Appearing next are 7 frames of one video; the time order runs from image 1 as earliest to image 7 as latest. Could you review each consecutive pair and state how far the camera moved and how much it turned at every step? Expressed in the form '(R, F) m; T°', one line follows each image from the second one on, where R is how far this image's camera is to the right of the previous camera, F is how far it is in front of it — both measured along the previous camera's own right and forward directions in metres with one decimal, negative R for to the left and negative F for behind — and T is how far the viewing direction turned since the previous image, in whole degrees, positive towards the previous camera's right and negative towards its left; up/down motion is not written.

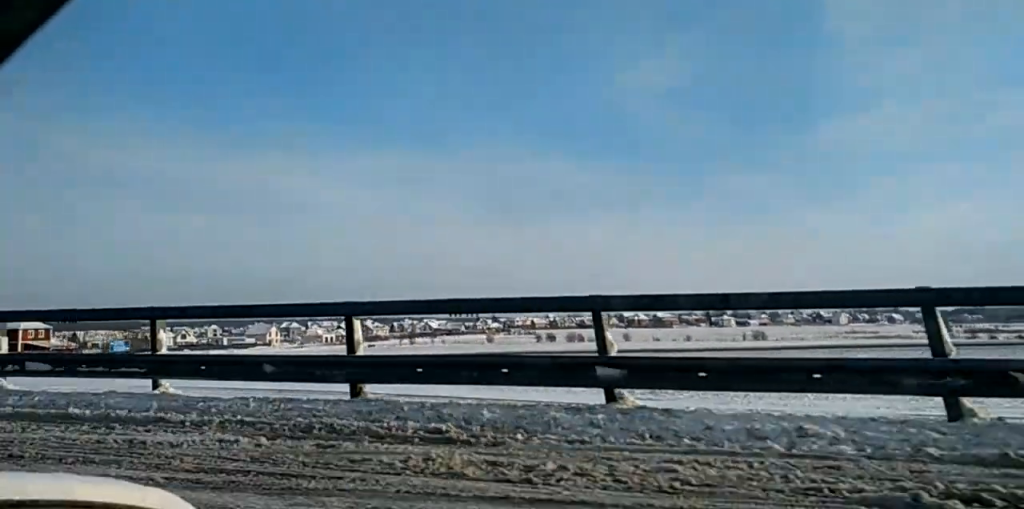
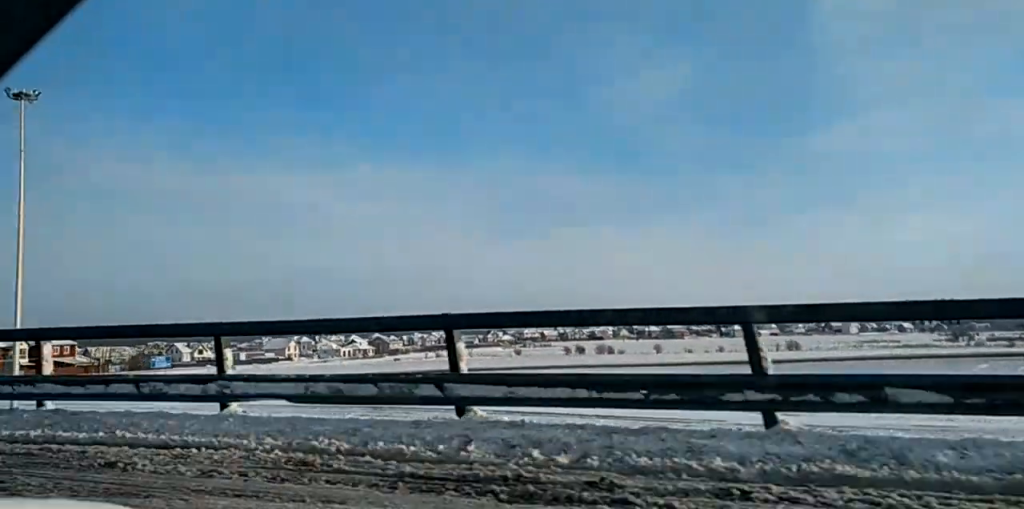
(0.0, +10.6) m; 0°
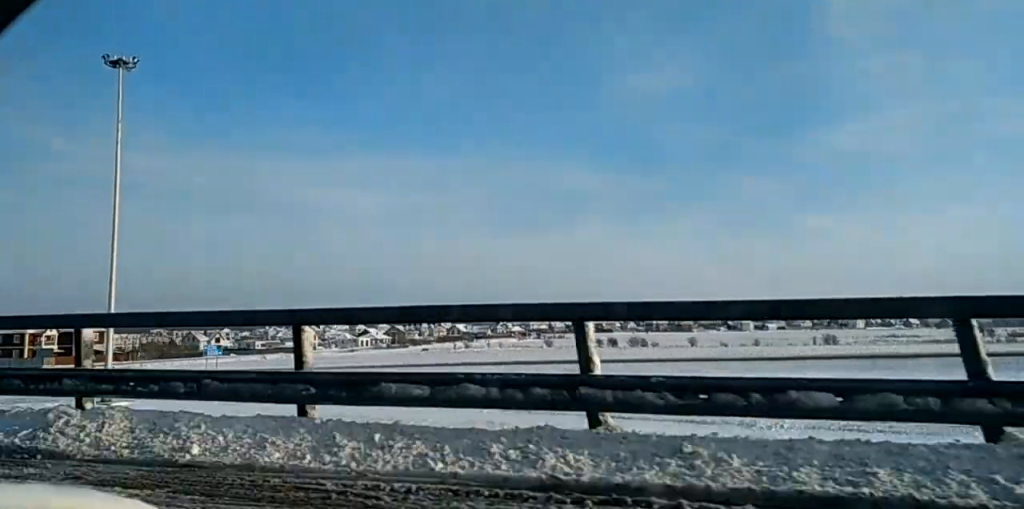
(-0.1, +13.5) m; 0°
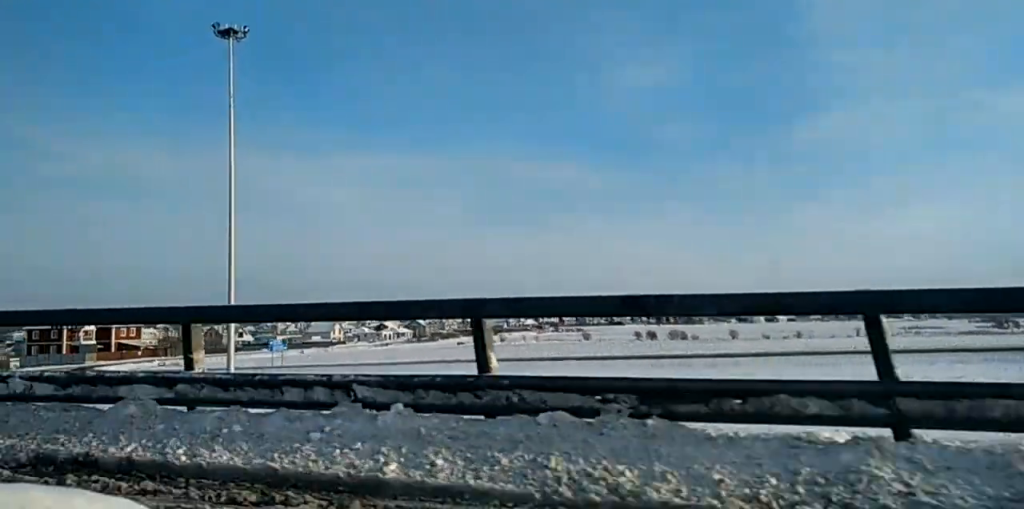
(+0.1, +15.3) m; 0°
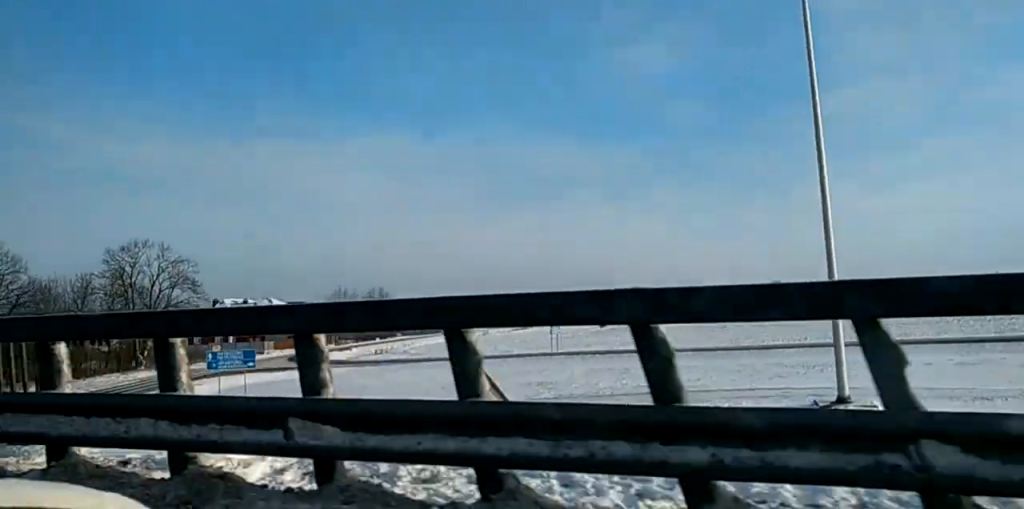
(-0.2, +45.2) m; 0°
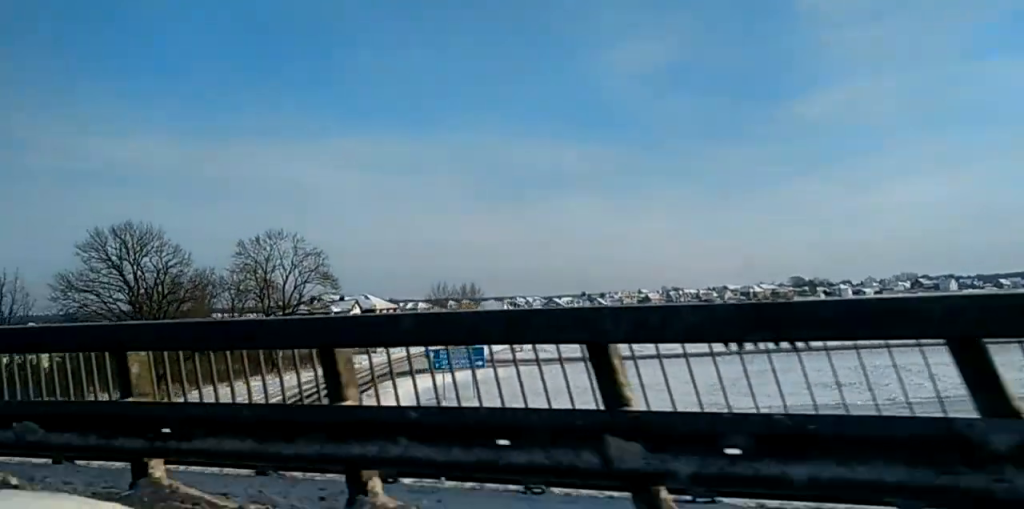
(+0.3, +25.3) m; +1°
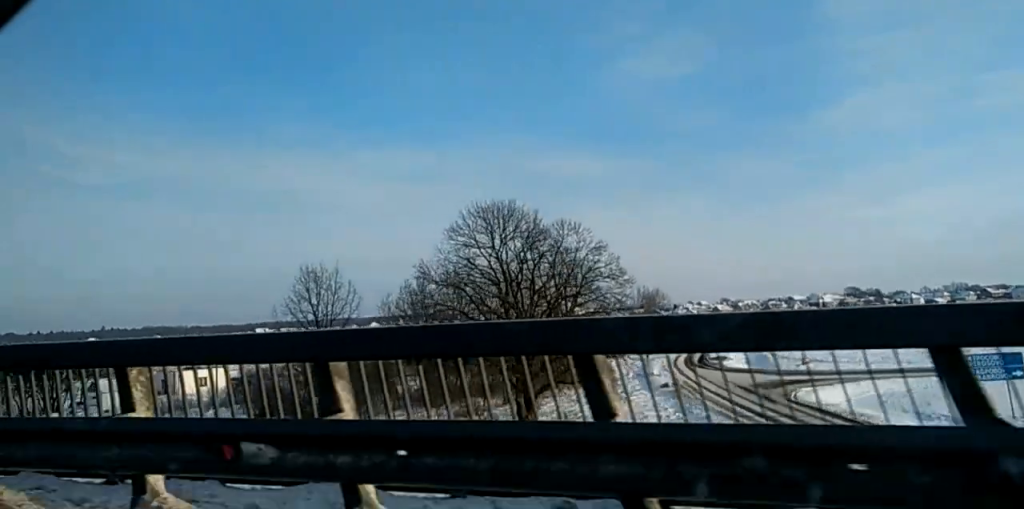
(+0.1, +38.0) m; 0°
